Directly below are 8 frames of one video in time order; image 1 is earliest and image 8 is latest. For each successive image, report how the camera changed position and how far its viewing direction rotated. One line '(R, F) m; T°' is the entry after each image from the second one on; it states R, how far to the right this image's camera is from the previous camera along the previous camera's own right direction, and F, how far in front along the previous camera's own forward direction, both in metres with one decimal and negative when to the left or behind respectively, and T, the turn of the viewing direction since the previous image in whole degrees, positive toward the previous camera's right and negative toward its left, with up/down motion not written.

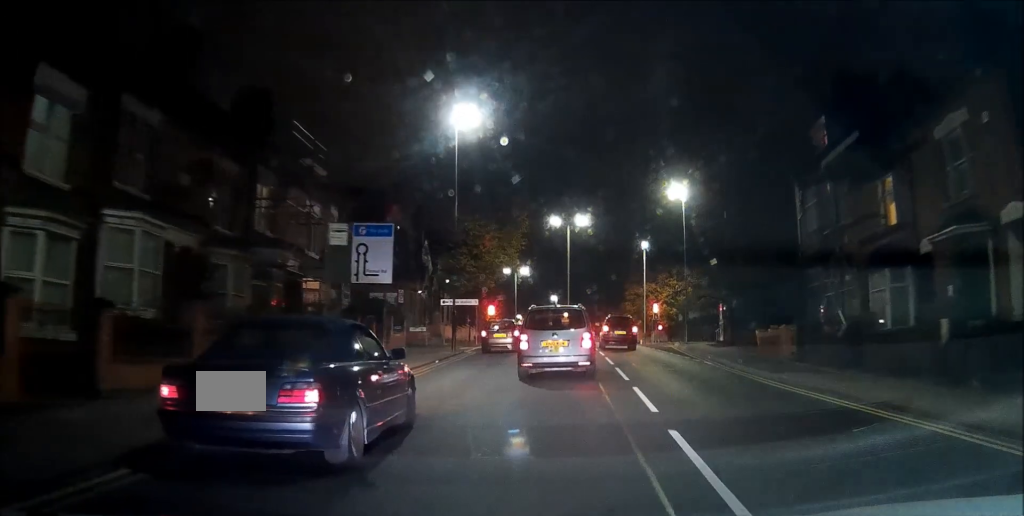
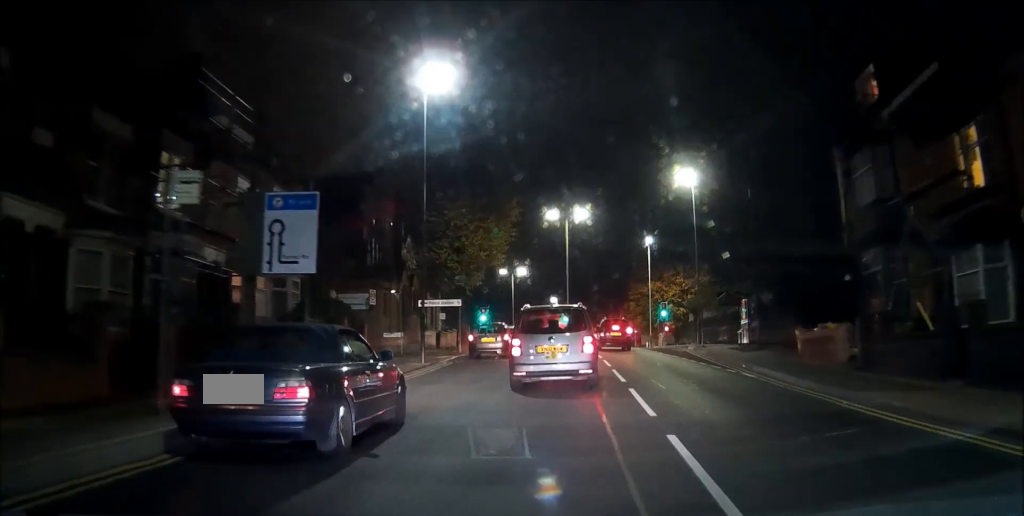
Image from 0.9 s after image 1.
(0.0, +7.1) m; +1°
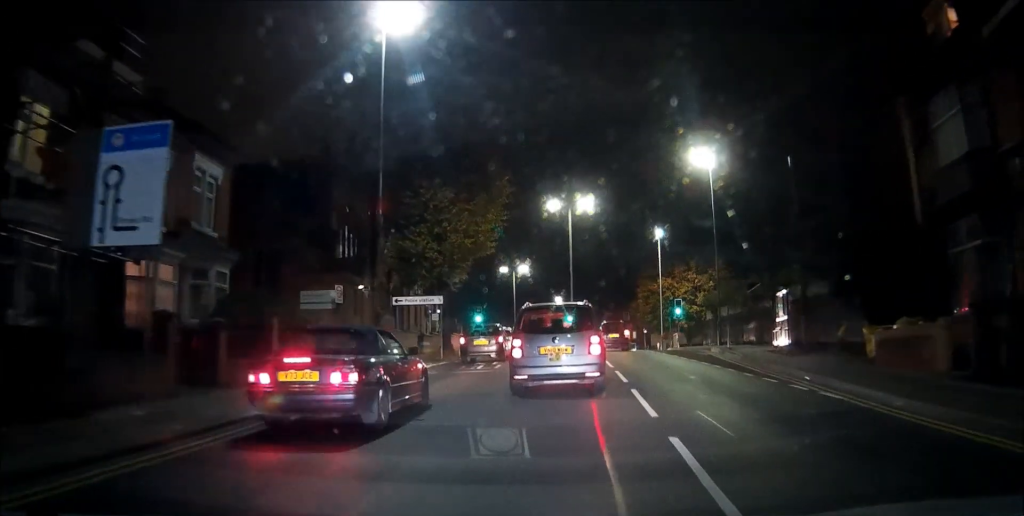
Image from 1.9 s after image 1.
(+0.1, +7.1) m; 0°
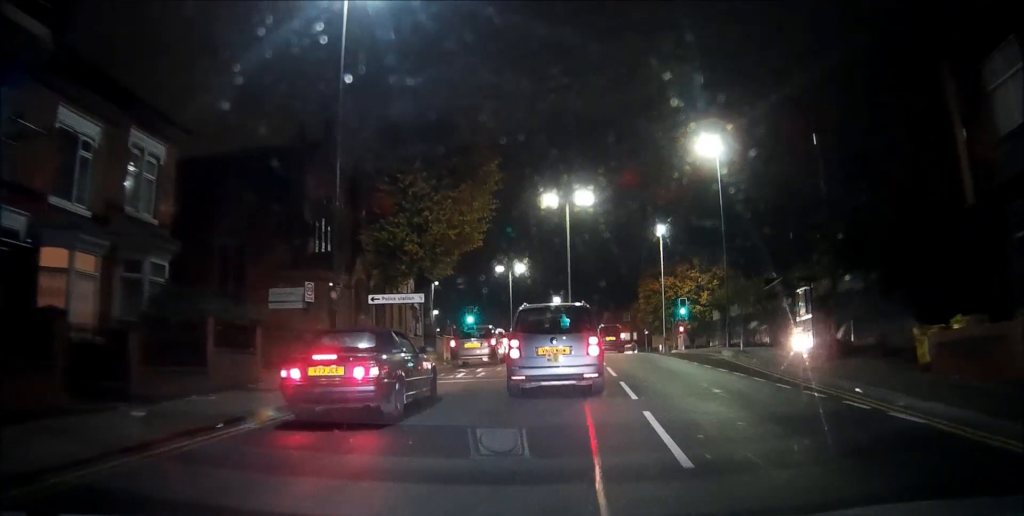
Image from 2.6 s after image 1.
(0.0, +4.0) m; 0°
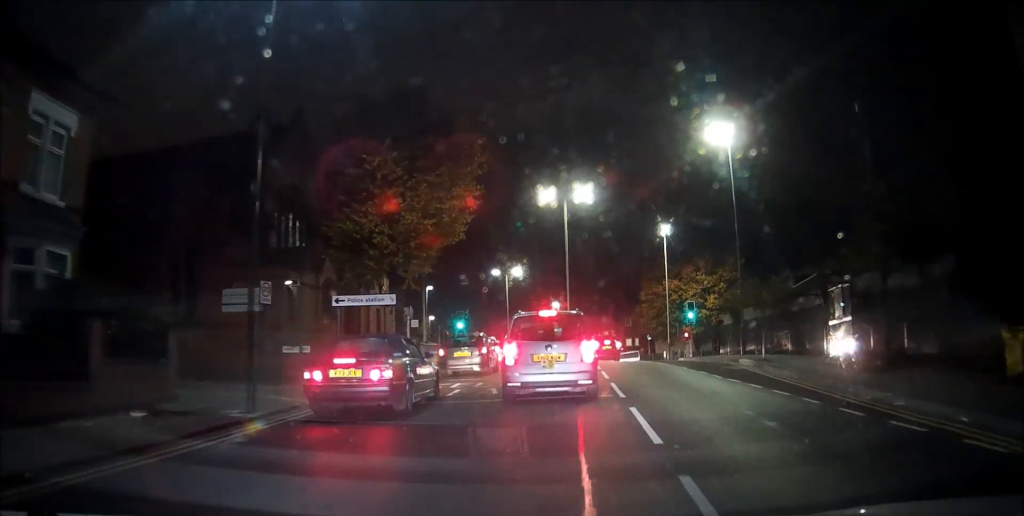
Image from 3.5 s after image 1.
(-0.1, +5.0) m; +1°
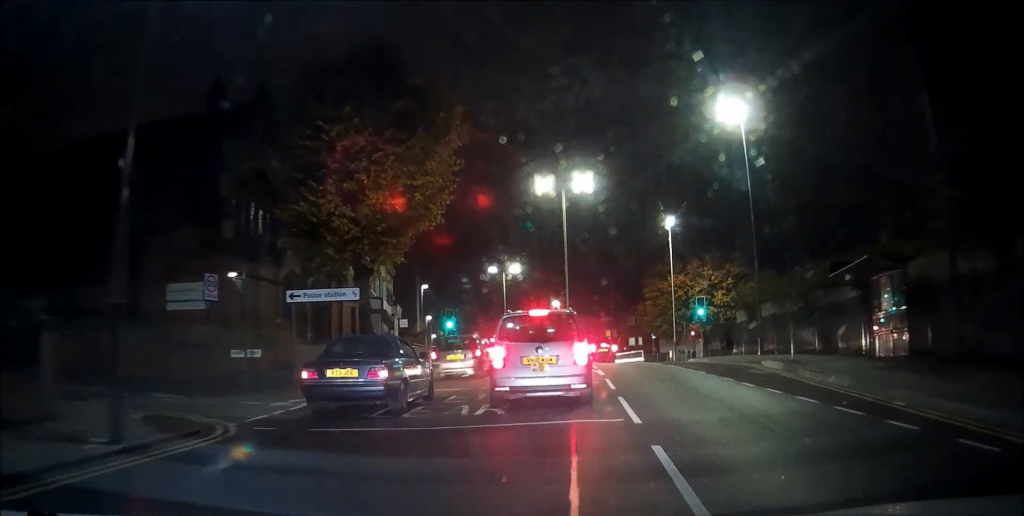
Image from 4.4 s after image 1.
(0.0, +4.0) m; +4°
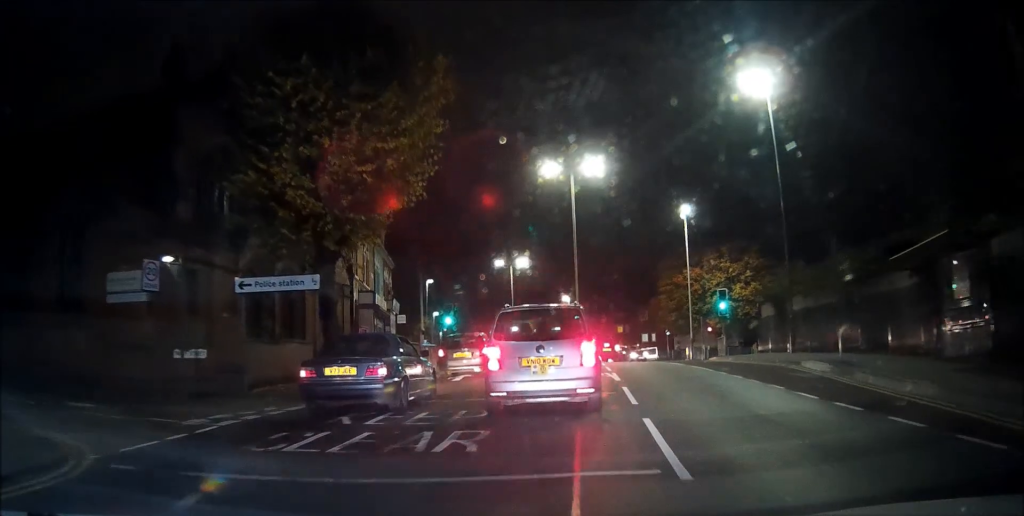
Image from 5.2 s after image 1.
(+0.3, +3.5) m; +3°
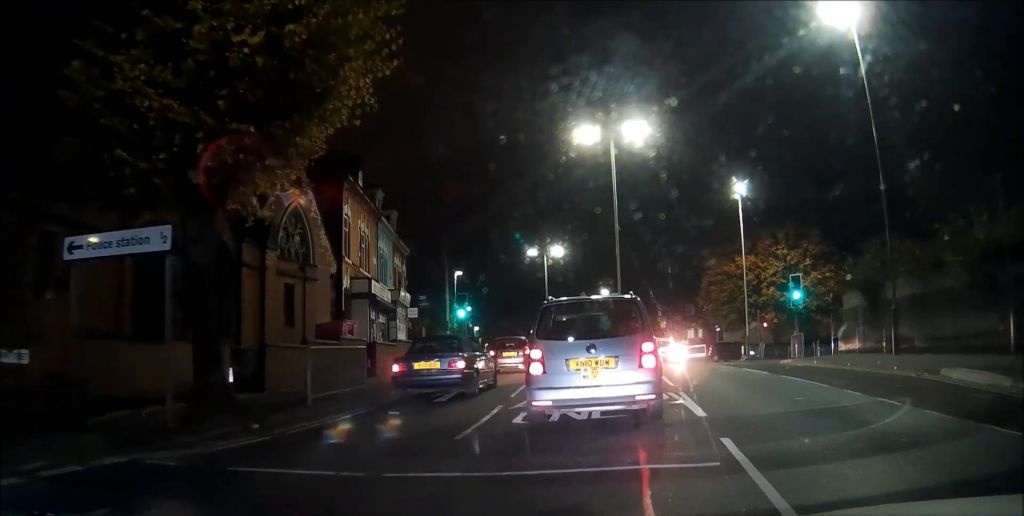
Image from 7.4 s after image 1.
(-0.5, +8.6) m; -10°
